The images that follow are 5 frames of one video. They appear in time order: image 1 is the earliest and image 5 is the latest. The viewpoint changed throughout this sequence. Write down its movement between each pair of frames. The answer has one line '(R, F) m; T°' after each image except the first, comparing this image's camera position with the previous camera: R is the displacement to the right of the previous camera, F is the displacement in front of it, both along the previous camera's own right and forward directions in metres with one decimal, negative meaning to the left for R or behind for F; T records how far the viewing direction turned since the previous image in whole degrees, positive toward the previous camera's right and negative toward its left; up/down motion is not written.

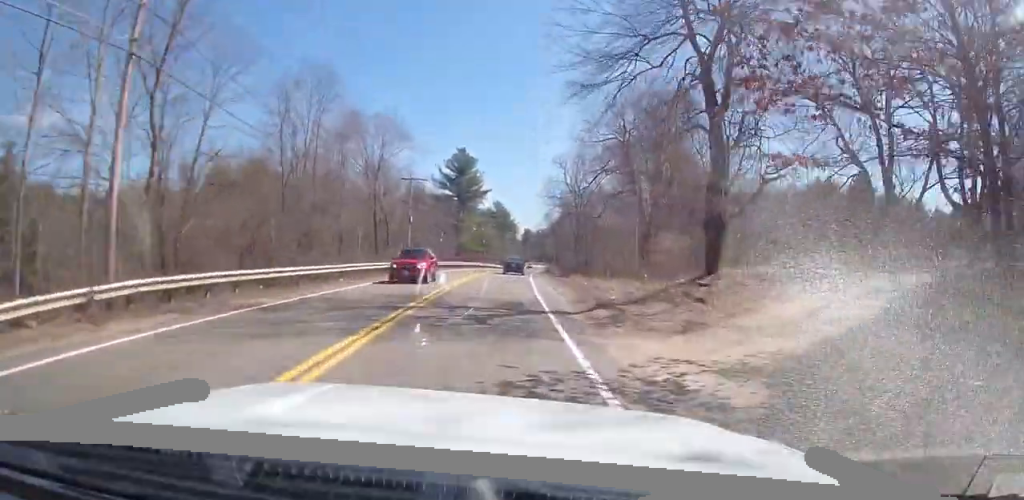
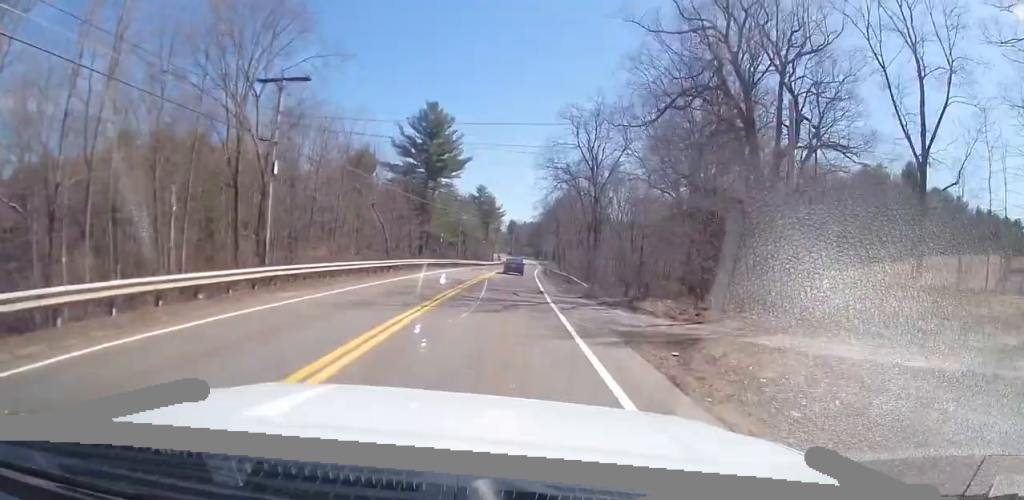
(+0.3, +28.3) m; +1°
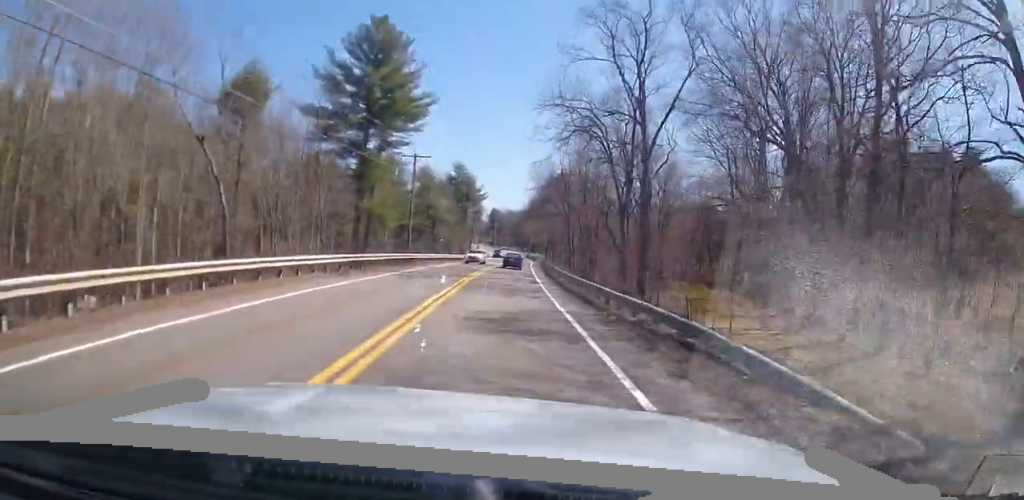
(-0.1, +27.1) m; +3°
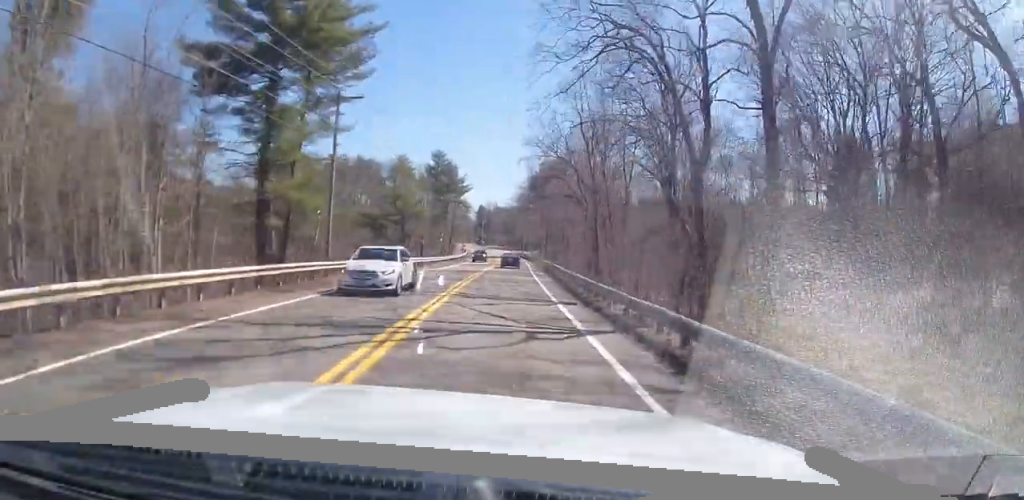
(+1.2, +18.2) m; +2°
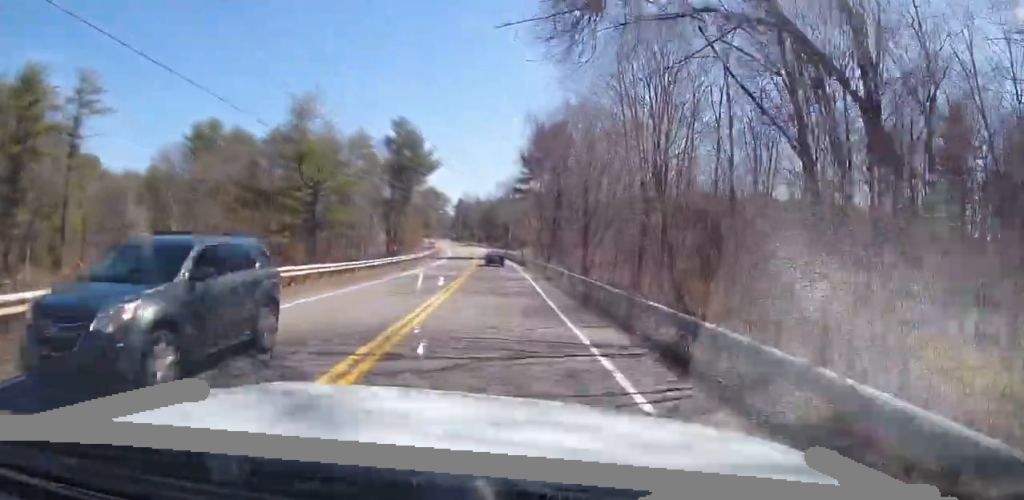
(-0.8, +29.9) m; -1°
